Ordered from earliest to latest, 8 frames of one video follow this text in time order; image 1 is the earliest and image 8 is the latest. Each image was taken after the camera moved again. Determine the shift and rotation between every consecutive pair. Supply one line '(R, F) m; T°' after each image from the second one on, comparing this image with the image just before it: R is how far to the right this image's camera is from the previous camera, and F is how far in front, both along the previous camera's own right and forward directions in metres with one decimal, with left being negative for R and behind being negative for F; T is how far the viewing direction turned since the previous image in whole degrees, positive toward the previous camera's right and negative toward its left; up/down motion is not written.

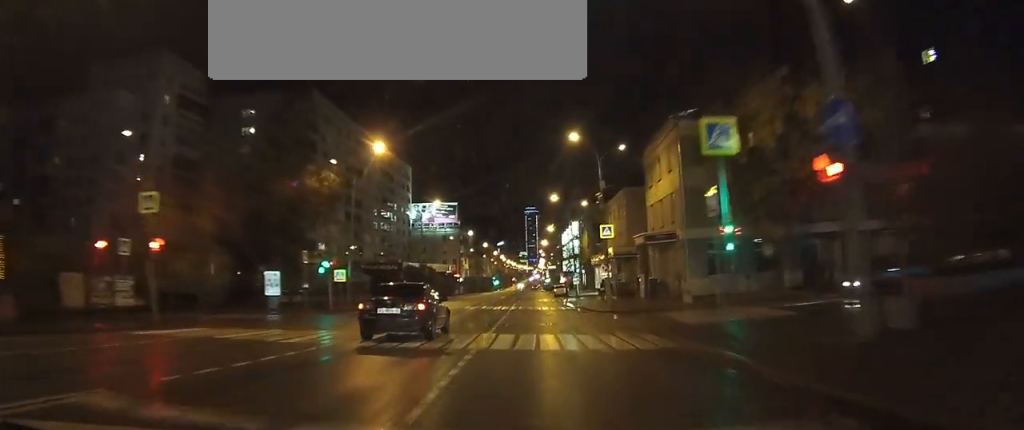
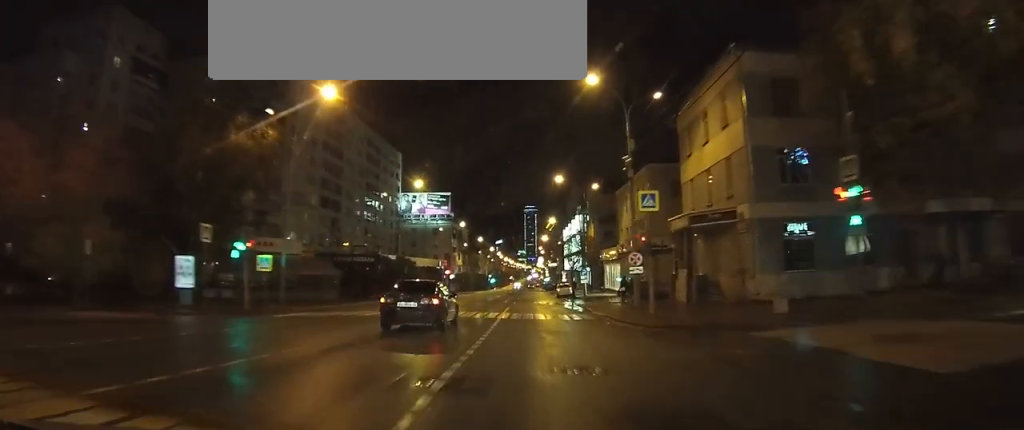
(0.0, +12.9) m; 0°
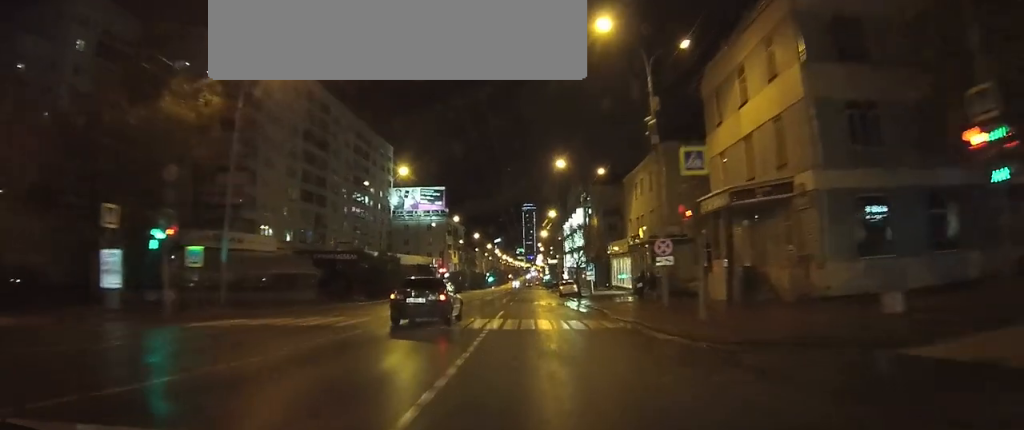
(0.0, +7.0) m; 0°
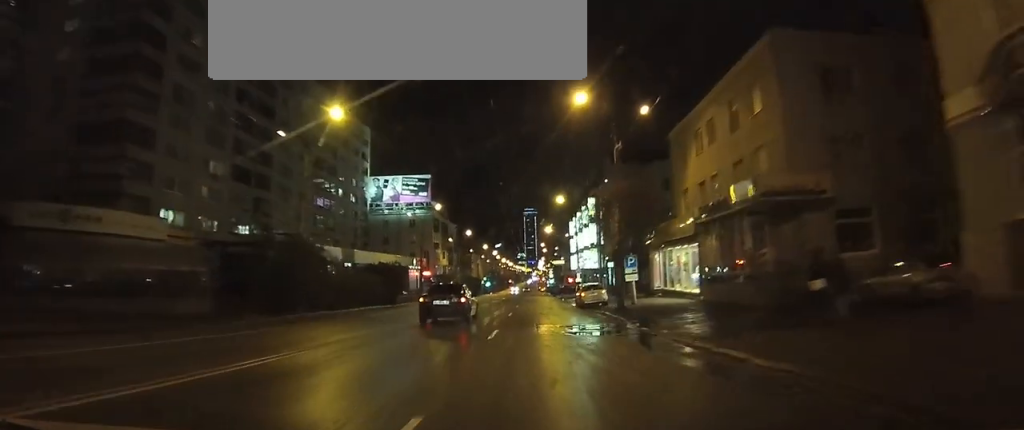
(0.0, +21.6) m; 0°
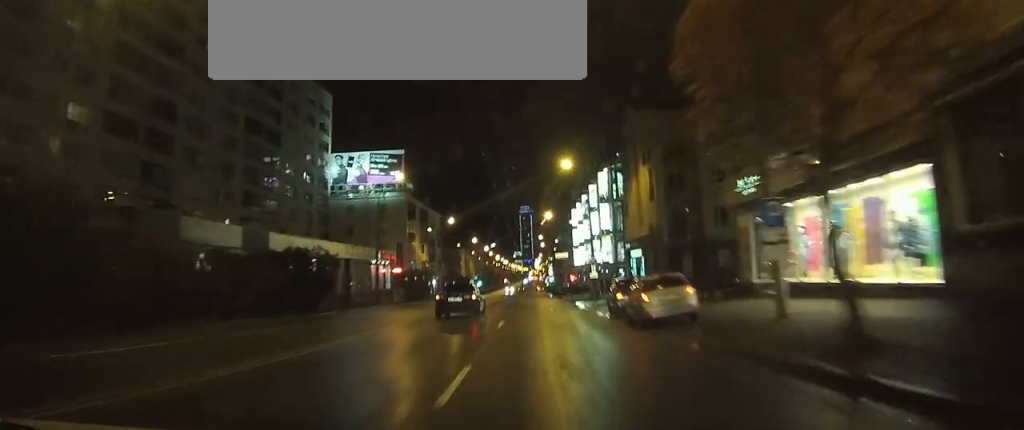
(0.0, +21.1) m; +1°
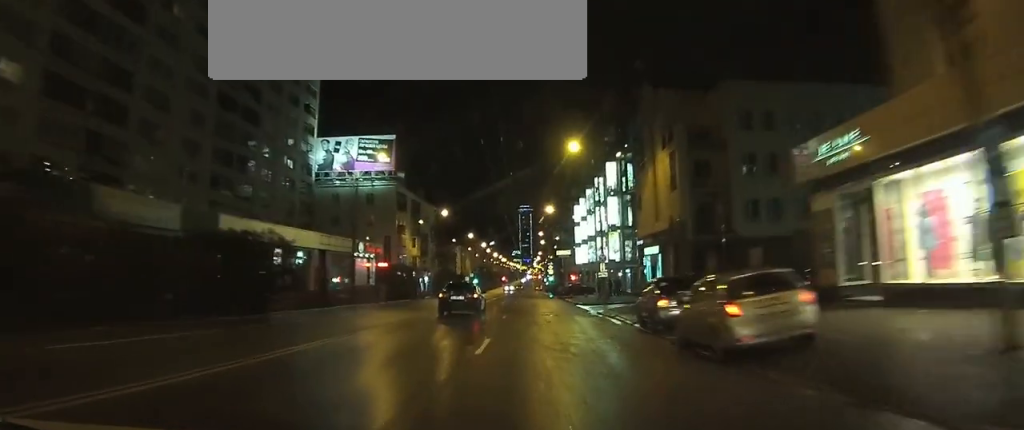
(0.0, +7.5) m; 0°
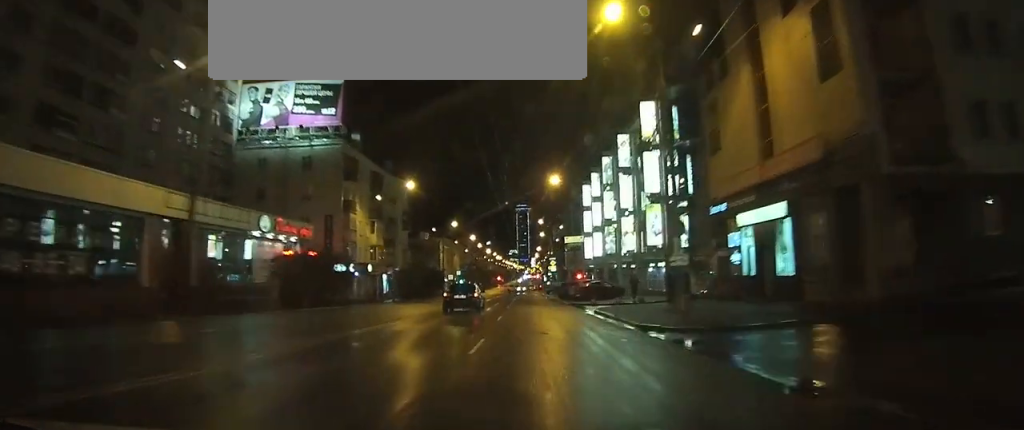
(0.0, +24.2) m; -2°
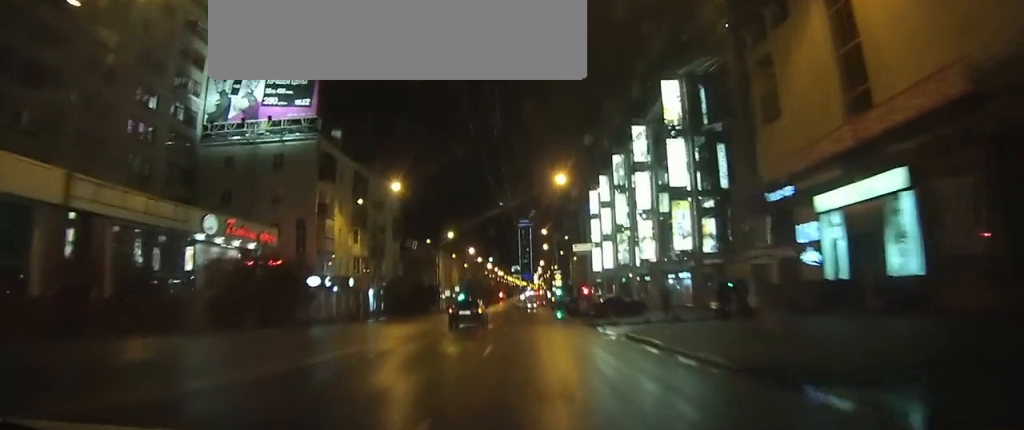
(-0.1, +8.0) m; -1°
